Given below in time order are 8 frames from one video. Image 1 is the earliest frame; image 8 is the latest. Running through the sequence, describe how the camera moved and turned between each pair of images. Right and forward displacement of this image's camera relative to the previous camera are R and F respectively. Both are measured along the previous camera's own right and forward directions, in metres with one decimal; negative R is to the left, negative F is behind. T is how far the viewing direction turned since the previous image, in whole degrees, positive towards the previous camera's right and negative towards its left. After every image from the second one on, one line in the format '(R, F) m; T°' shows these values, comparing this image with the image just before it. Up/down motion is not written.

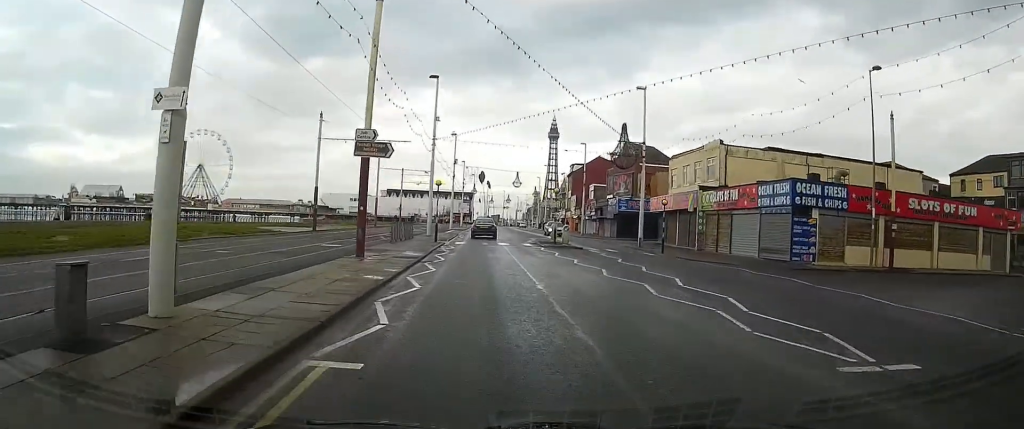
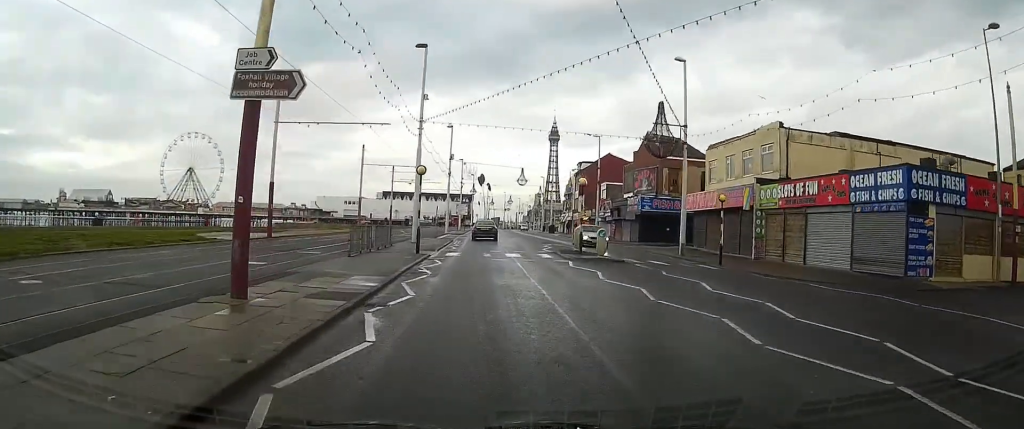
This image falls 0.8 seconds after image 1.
(-0.1, +9.5) m; 0°
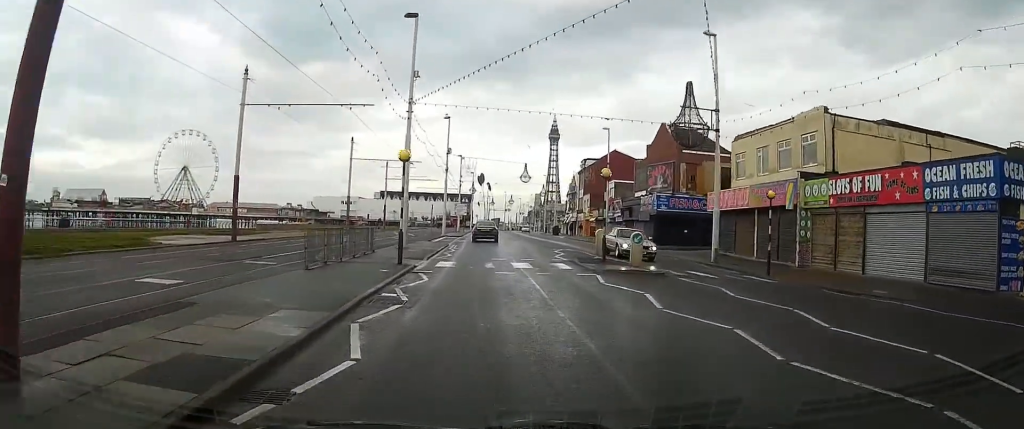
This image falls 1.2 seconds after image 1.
(0.0, +5.1) m; 0°
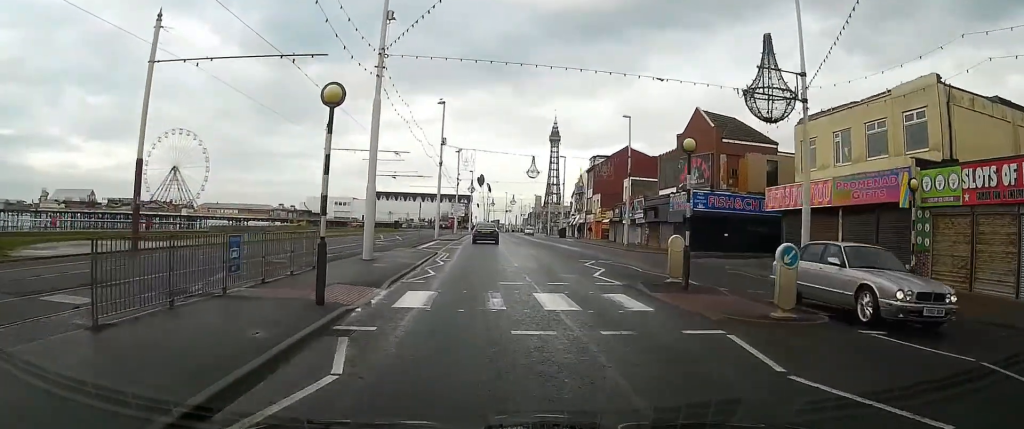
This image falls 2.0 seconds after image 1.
(0.0, +9.0) m; 0°
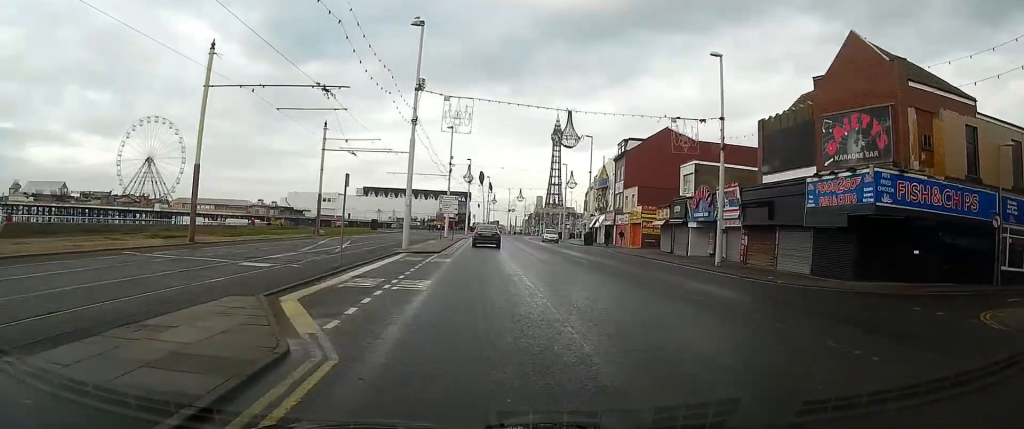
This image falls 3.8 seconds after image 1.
(-0.2, +21.0) m; -1°
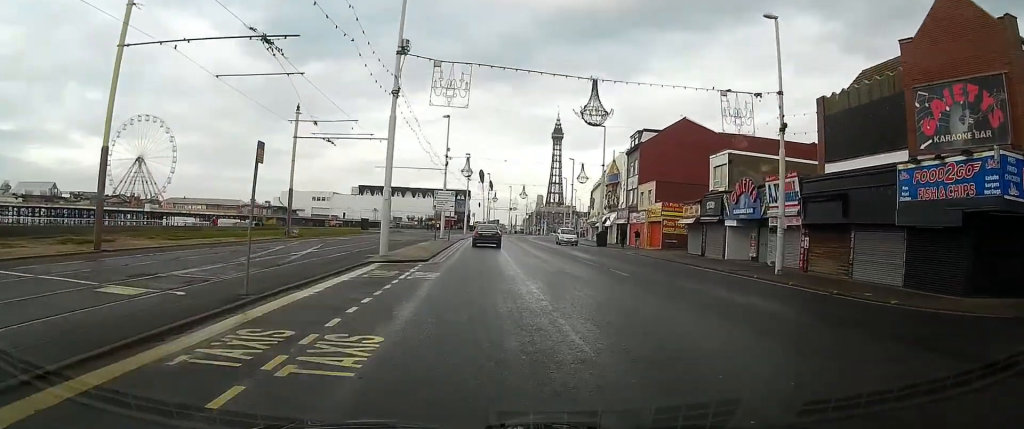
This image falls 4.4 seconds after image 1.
(0.0, +7.0) m; 0°
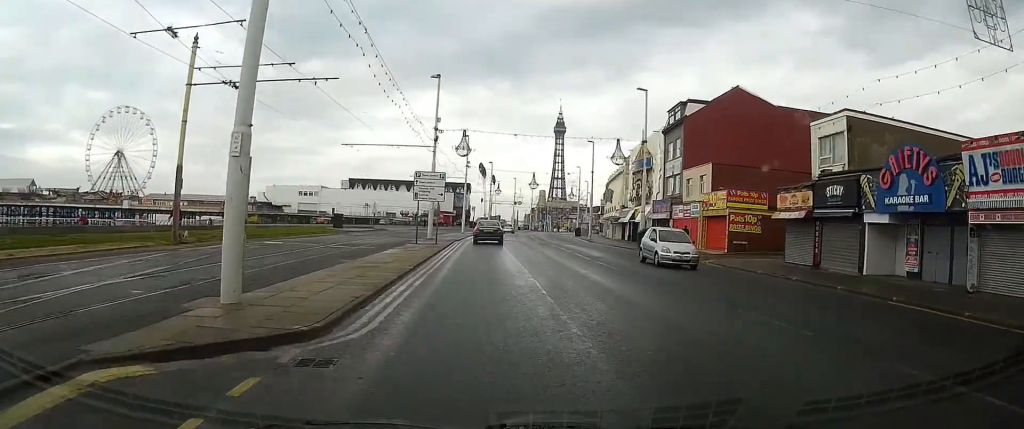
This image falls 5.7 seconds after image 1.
(+0.1, +15.2) m; +1°
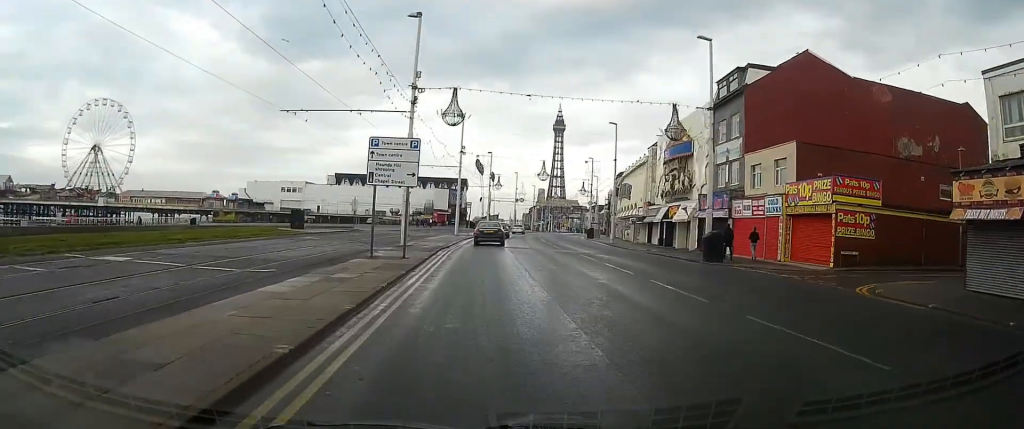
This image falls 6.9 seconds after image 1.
(+0.1, +13.7) m; +1°
